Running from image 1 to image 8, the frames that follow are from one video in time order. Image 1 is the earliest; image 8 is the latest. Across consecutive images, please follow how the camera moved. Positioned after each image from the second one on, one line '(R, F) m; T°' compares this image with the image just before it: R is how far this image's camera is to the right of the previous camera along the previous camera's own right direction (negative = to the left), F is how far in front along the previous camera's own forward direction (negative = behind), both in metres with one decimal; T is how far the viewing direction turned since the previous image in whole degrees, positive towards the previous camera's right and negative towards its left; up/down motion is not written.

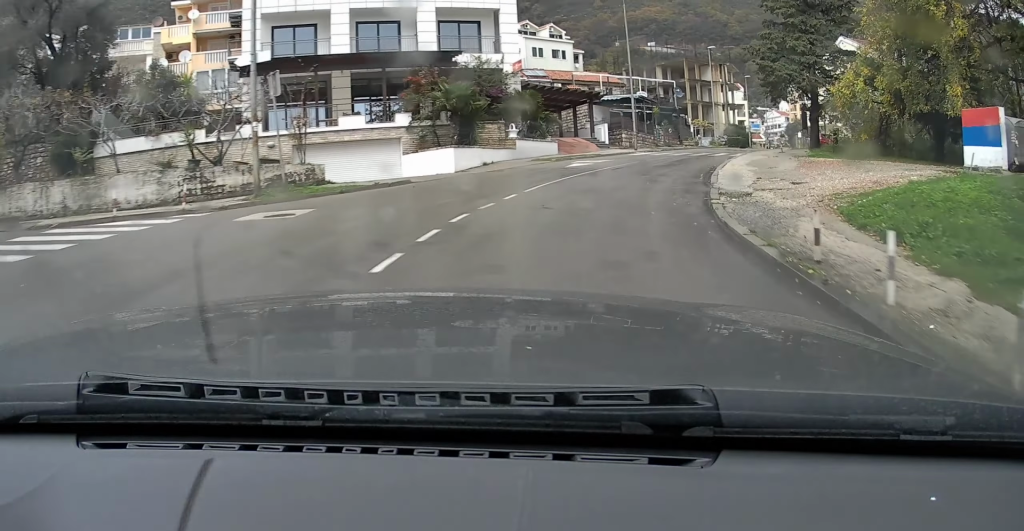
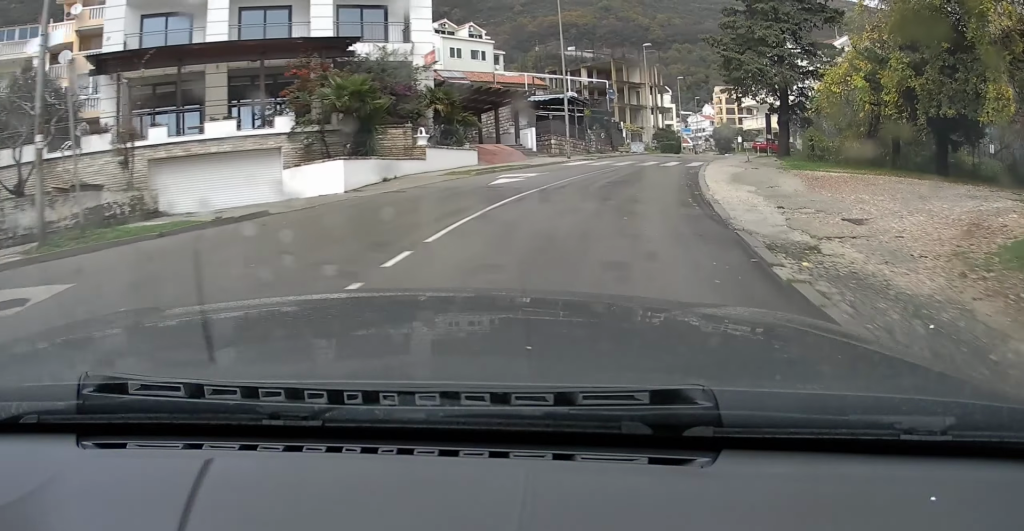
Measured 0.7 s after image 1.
(+0.5, +5.4) m; +8°
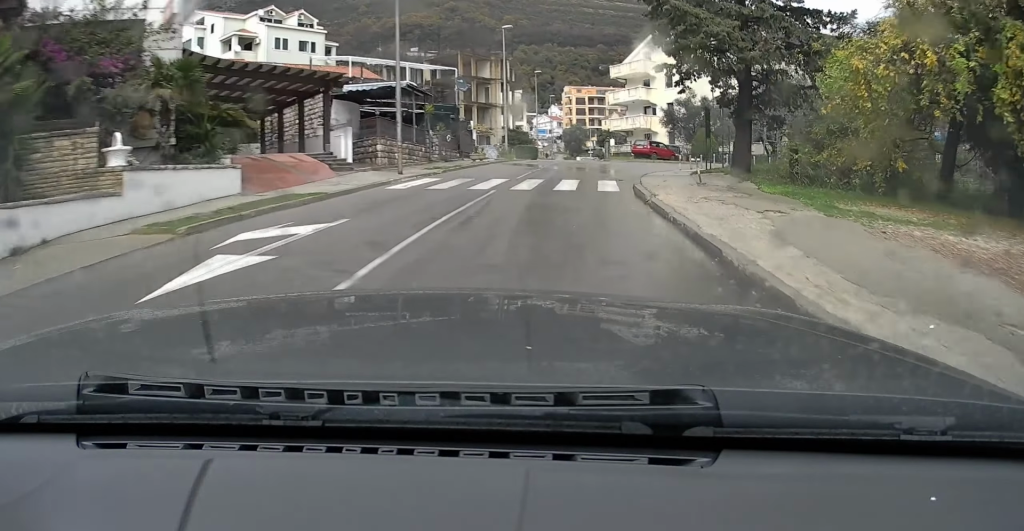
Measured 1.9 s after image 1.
(+1.0, +11.0) m; +9°
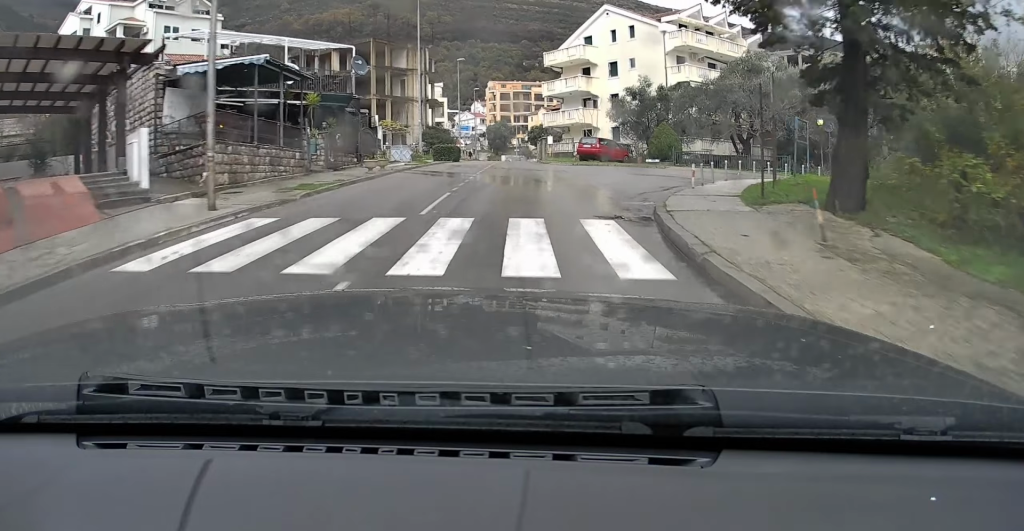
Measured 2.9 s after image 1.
(+0.5, +9.3) m; +5°
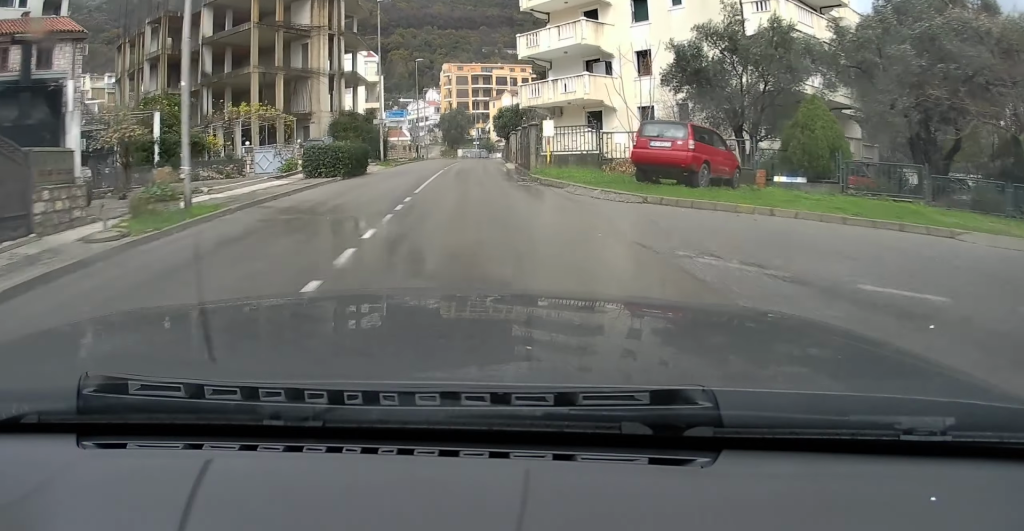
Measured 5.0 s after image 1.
(+1.9, +24.3) m; +7°
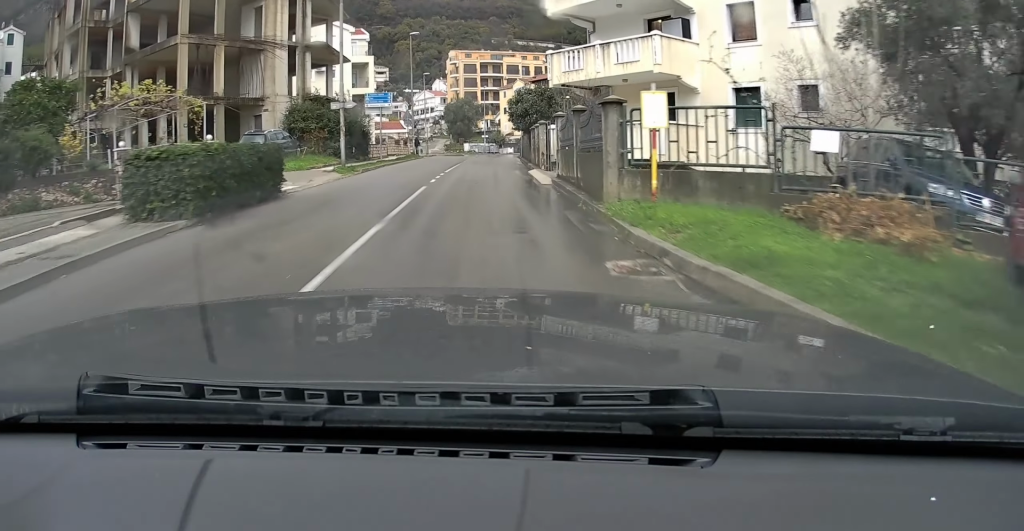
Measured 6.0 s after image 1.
(0.0, +12.6) m; 0°
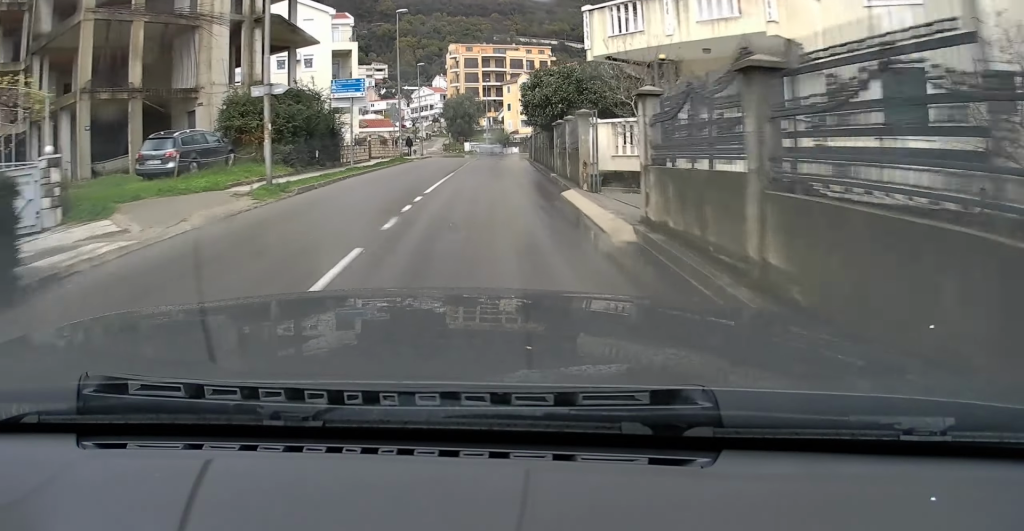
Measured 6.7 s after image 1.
(0.0, +8.7) m; 0°
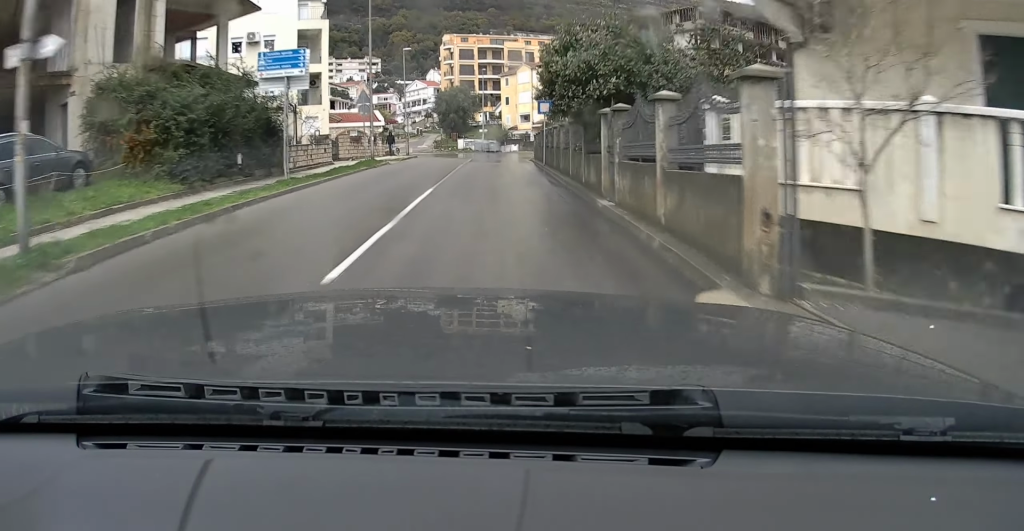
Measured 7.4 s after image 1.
(0.0, +9.4) m; 0°
